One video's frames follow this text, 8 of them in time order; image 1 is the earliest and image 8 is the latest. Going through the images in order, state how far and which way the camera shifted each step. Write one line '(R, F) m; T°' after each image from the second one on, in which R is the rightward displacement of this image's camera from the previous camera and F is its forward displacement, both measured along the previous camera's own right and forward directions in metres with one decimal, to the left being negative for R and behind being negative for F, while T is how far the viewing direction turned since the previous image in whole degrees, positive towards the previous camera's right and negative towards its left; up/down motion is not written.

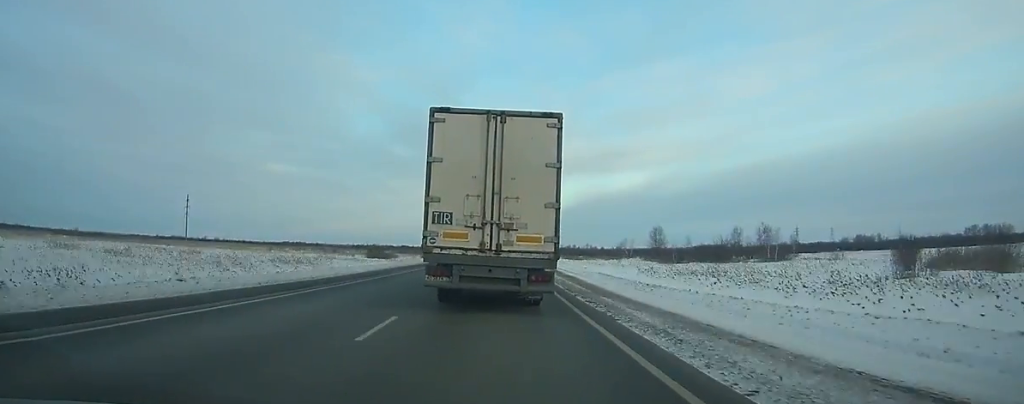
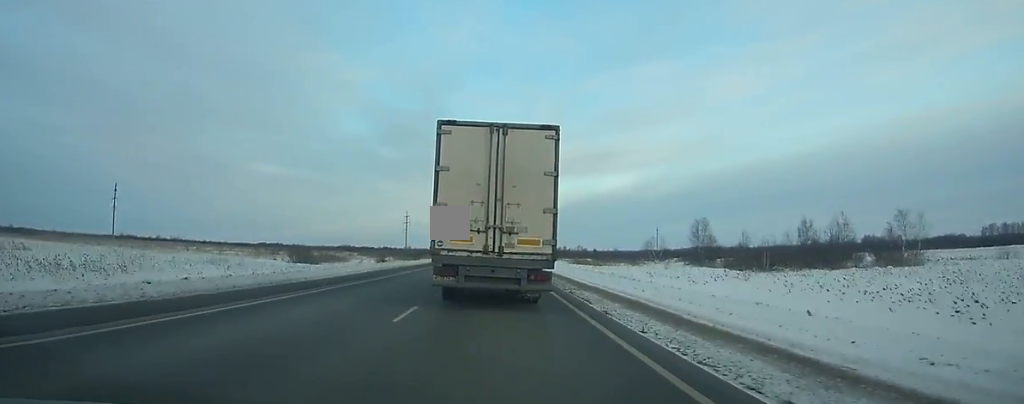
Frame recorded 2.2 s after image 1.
(+0.1, +46.0) m; +1°
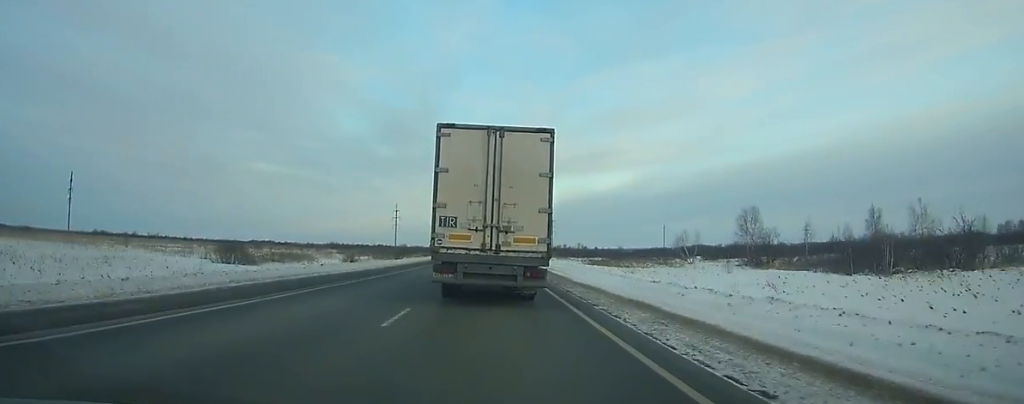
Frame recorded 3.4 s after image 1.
(+0.2, +25.2) m; 0°
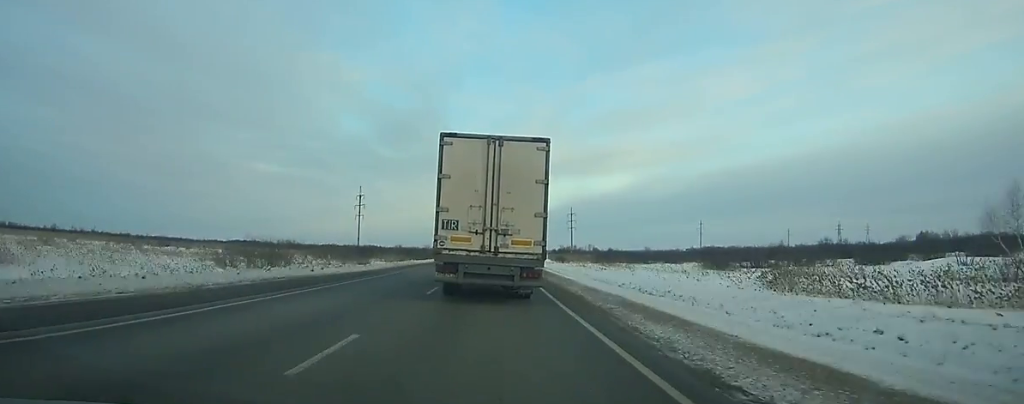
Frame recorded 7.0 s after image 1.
(+0.2, +75.7) m; 0°
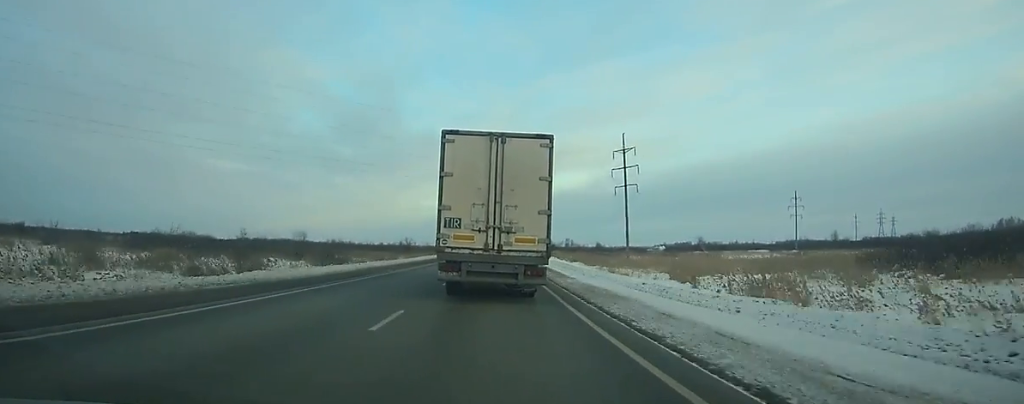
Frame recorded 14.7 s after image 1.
(+3.6, +162.0) m; +4°
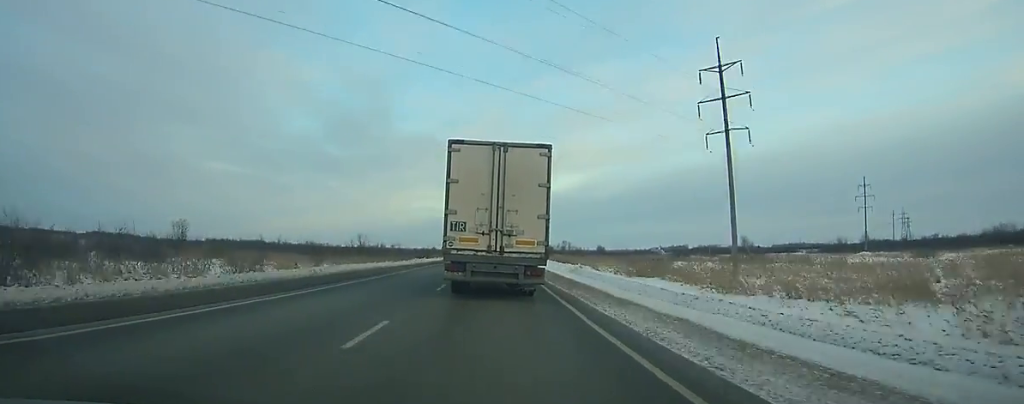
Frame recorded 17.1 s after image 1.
(+0.5, +50.1) m; +1°
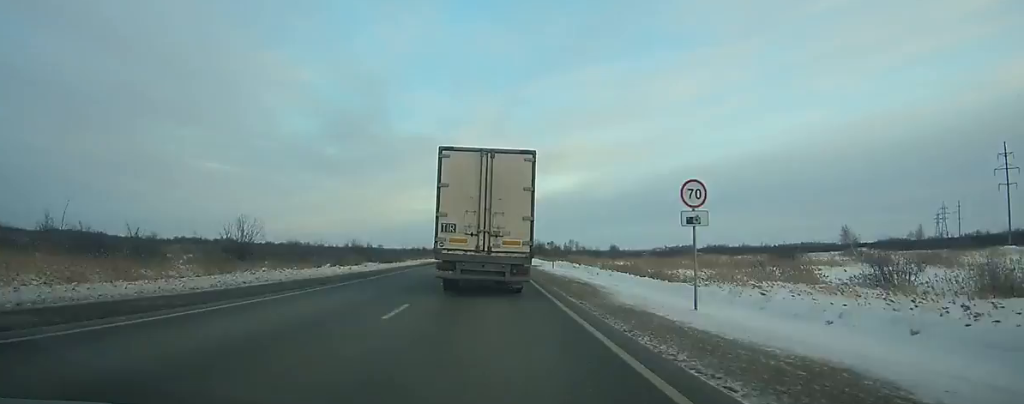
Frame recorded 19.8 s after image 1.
(+0.4, +56.2) m; 0°
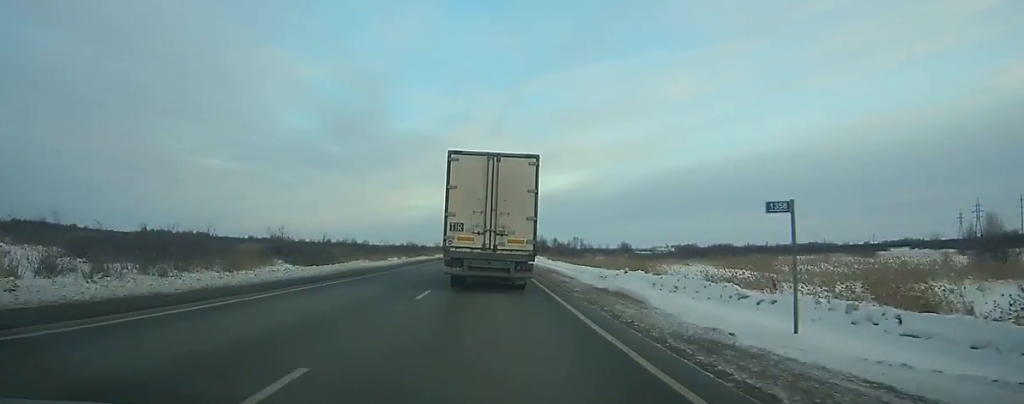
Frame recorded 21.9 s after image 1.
(-0.1, +44.0) m; 0°
